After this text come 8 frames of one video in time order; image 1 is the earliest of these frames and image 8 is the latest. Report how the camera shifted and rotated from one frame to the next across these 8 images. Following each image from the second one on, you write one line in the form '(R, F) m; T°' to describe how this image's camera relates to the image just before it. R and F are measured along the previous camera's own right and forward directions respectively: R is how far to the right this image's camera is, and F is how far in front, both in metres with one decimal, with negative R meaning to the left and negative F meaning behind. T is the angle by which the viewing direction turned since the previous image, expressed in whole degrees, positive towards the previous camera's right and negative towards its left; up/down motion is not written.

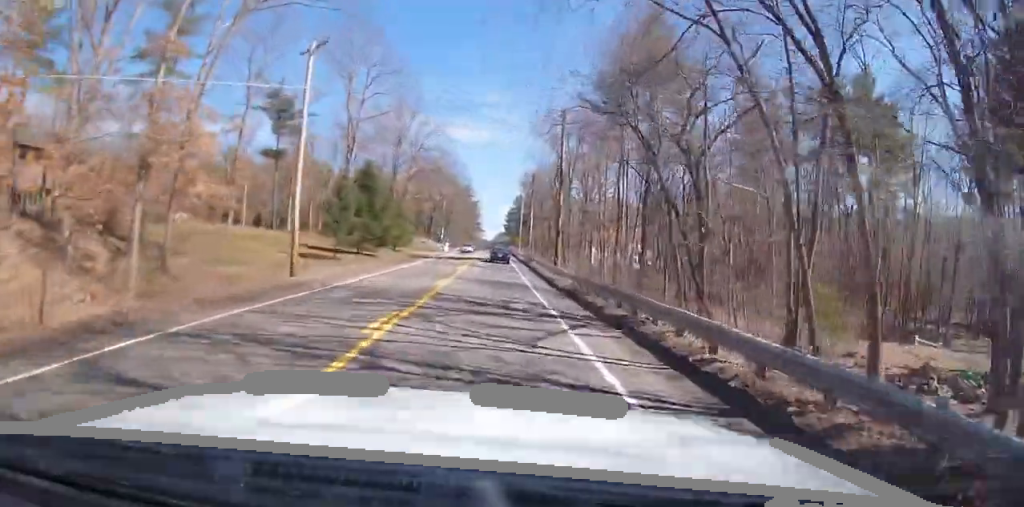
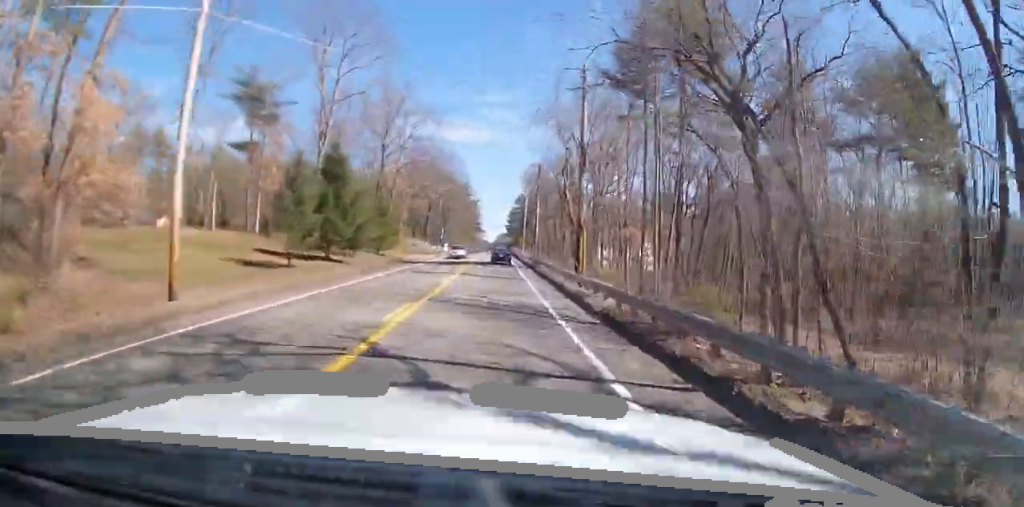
(0.0, +10.0) m; +1°
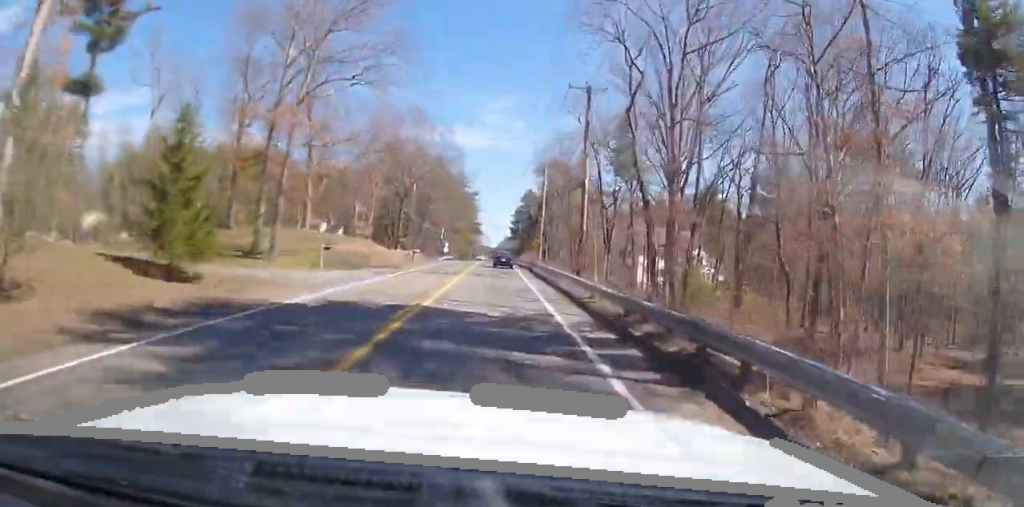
(+0.1, +35.9) m; -1°
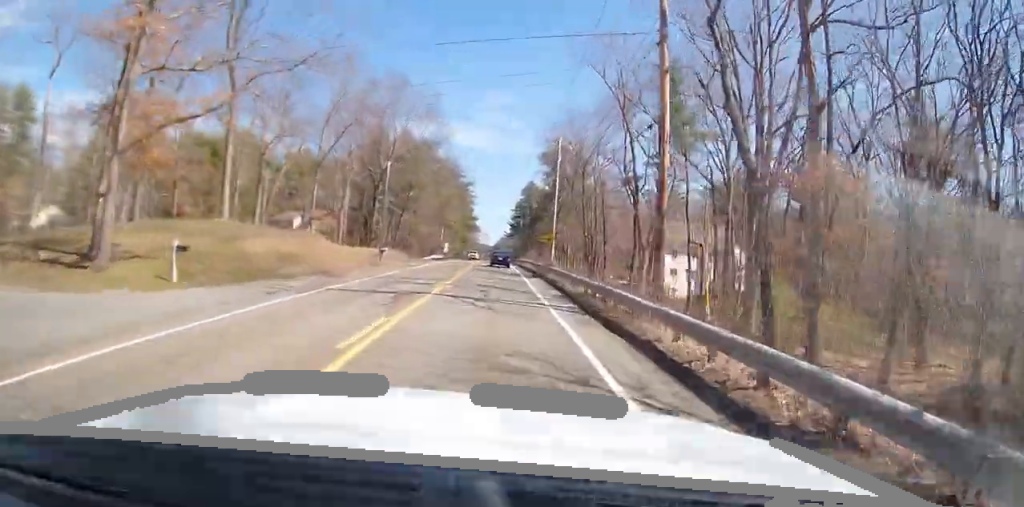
(-0.2, +16.7) m; 0°
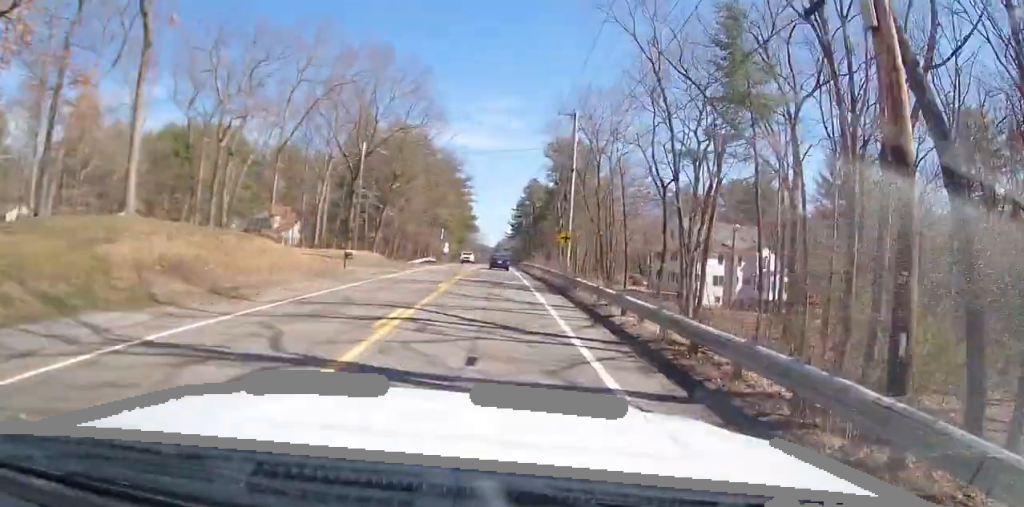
(-0.1, +10.9) m; +1°
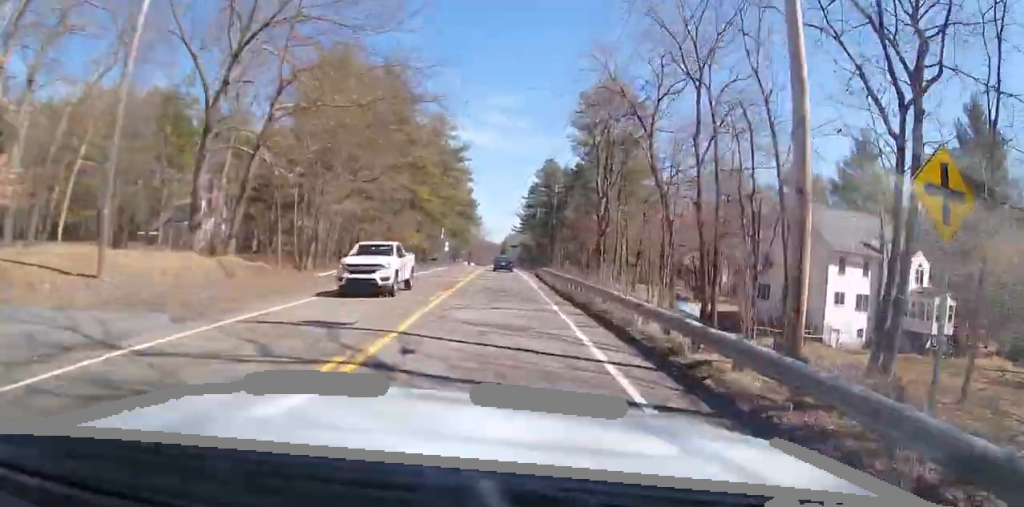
(0.0, +30.6) m; -1°
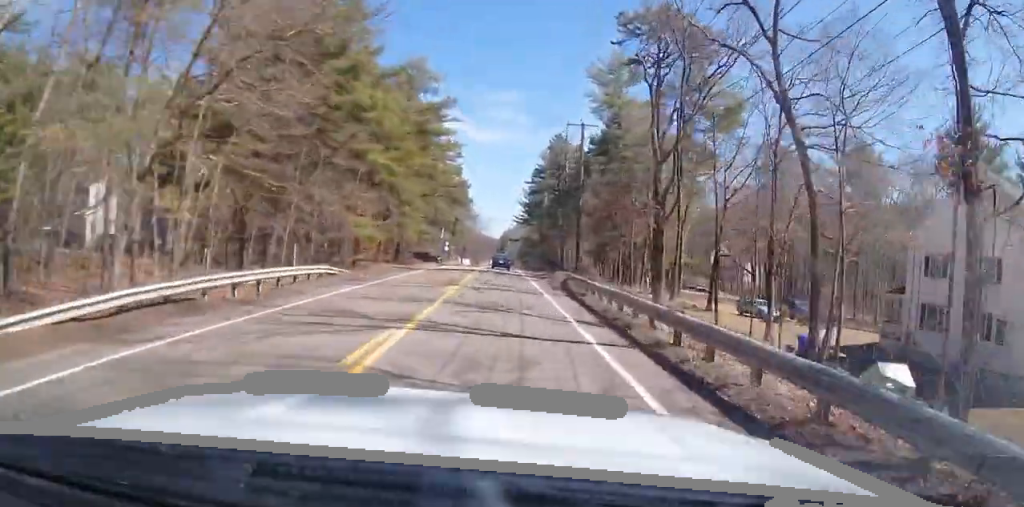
(-0.2, +21.8) m; 0°
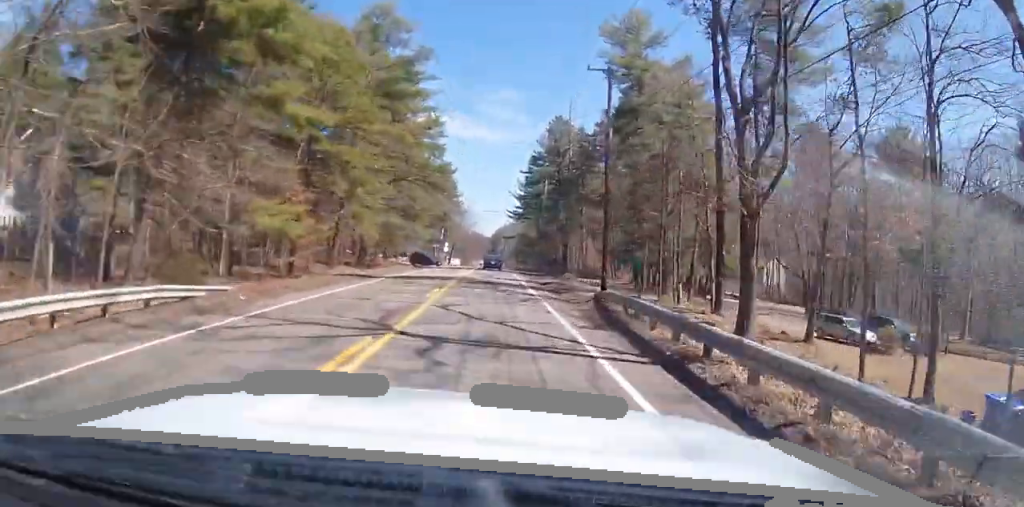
(0.0, +13.7) m; +1°
